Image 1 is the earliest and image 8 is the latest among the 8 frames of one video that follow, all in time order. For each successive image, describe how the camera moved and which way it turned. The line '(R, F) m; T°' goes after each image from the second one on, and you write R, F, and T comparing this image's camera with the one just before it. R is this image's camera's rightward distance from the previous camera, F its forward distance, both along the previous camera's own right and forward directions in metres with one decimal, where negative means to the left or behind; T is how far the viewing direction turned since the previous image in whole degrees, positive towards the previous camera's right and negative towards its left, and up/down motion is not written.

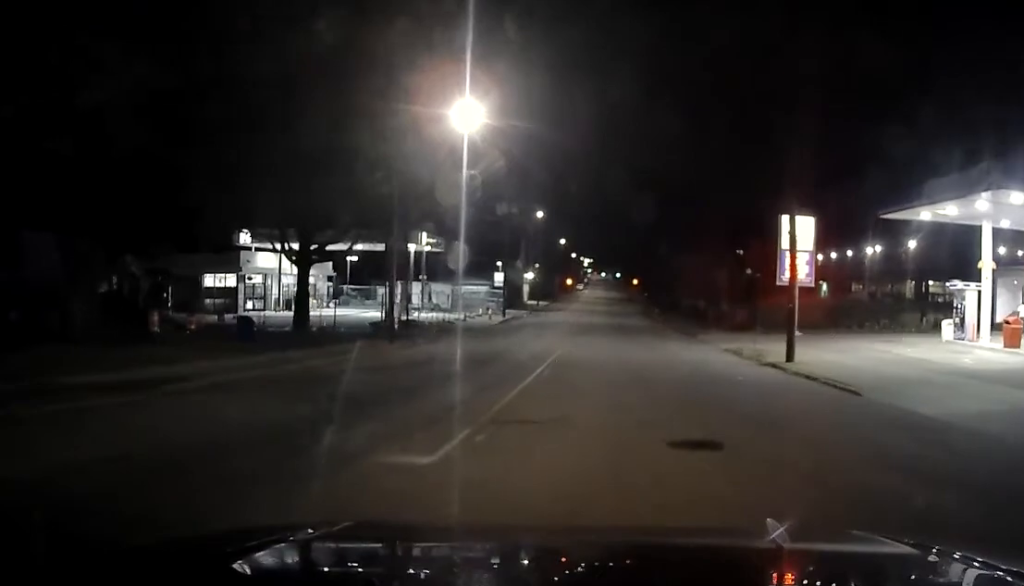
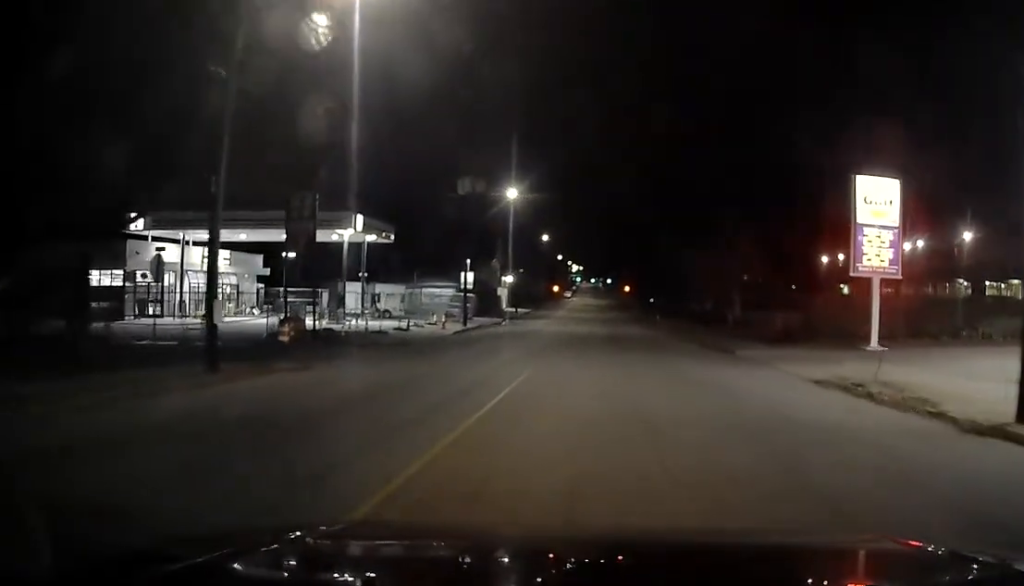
(-0.2, +12.8) m; -2°
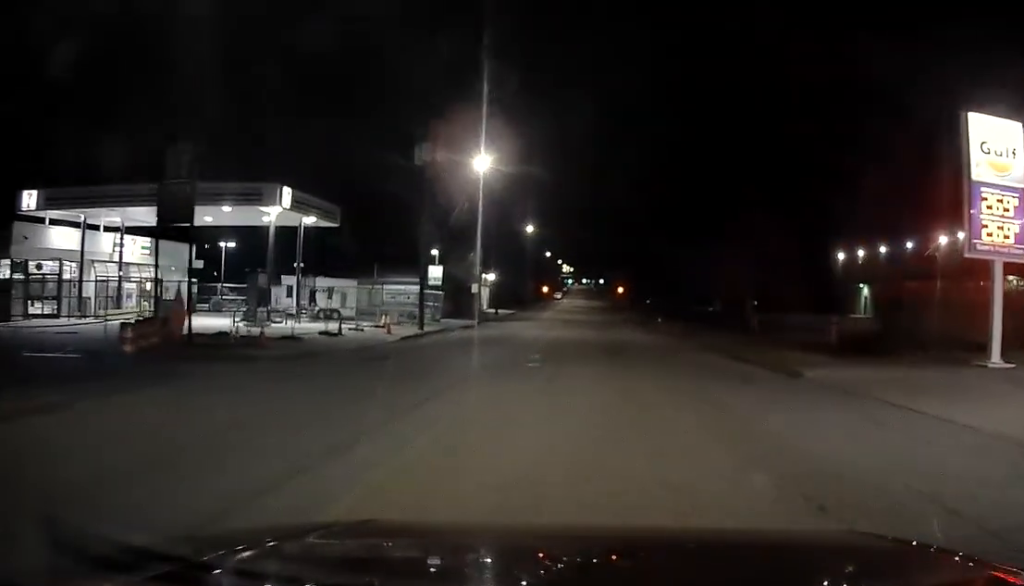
(-0.1, +9.2) m; +1°
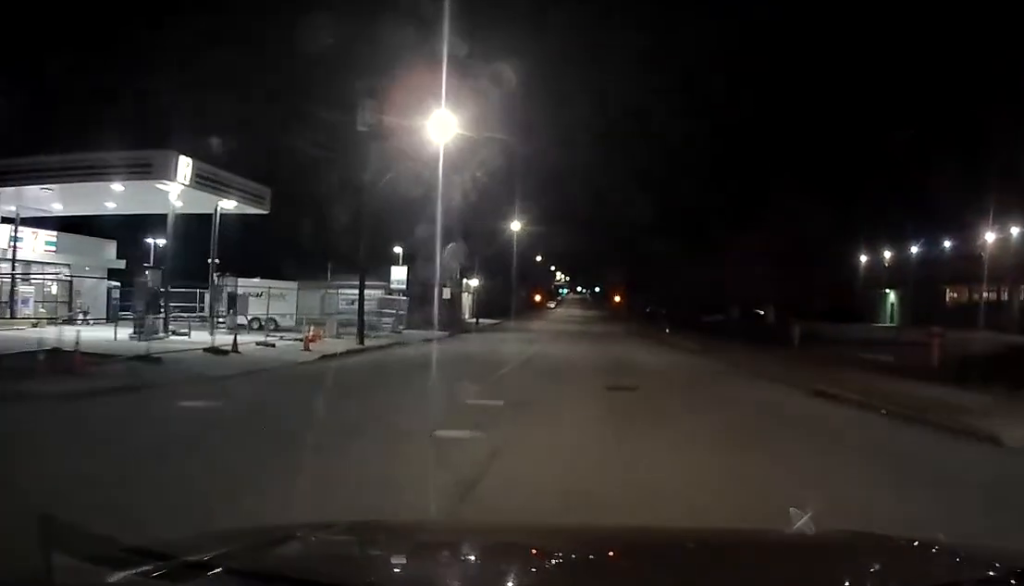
(+0.2, +8.6) m; +2°
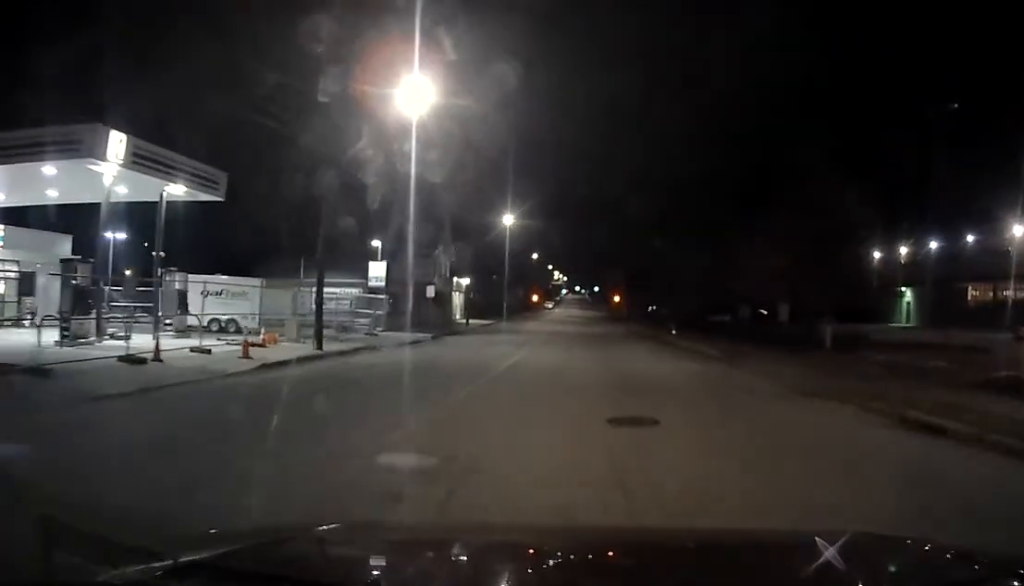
(+0.2, +4.2) m; -1°
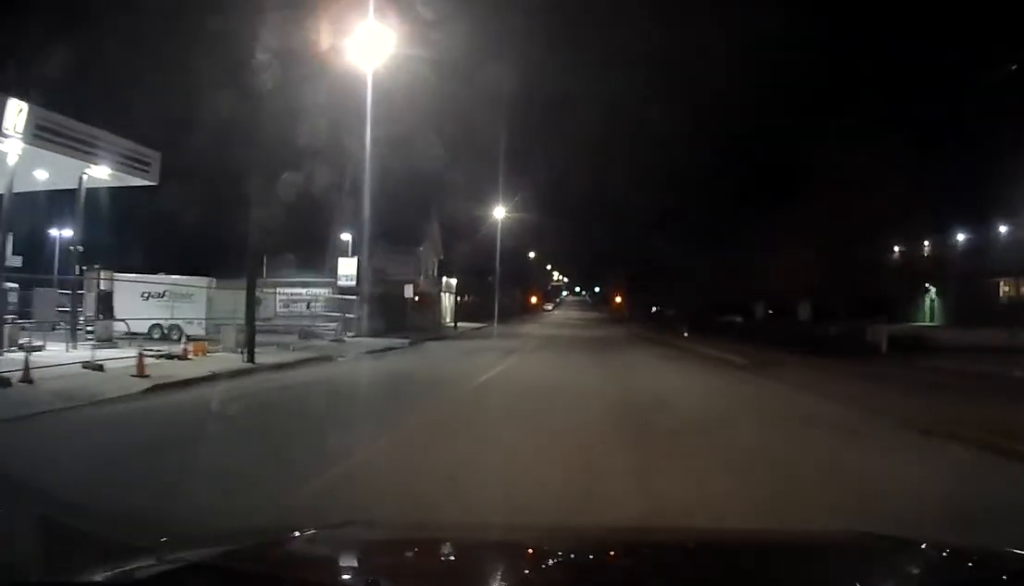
(+0.2, +4.9) m; -1°
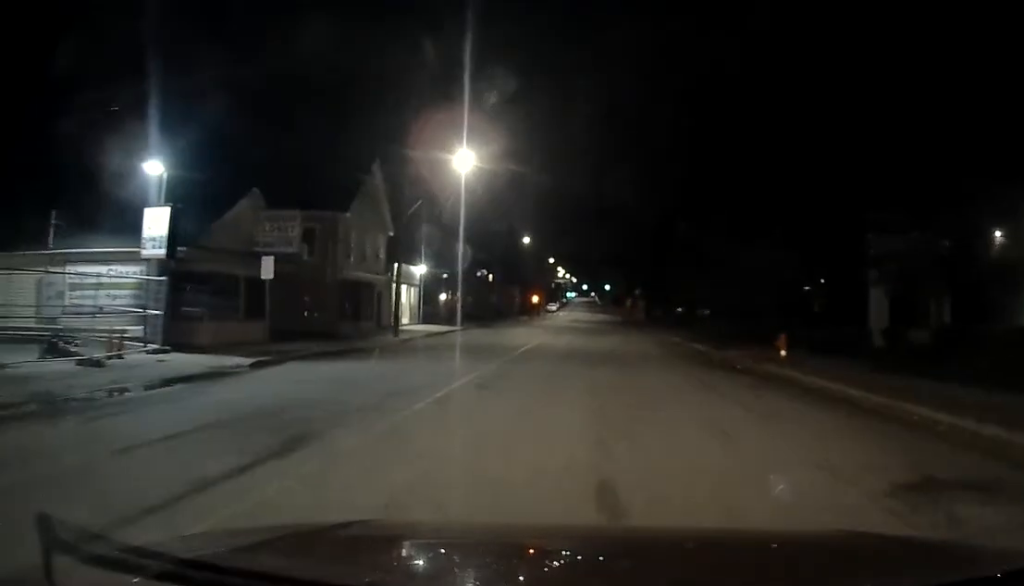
(-0.2, +17.1) m; 0°
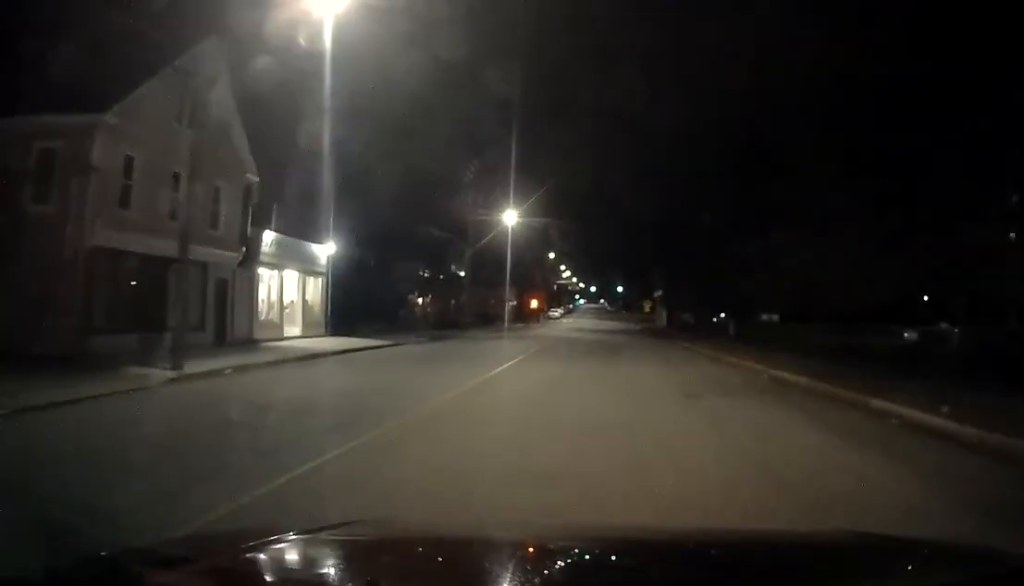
(-0.3, +18.9) m; -2°
